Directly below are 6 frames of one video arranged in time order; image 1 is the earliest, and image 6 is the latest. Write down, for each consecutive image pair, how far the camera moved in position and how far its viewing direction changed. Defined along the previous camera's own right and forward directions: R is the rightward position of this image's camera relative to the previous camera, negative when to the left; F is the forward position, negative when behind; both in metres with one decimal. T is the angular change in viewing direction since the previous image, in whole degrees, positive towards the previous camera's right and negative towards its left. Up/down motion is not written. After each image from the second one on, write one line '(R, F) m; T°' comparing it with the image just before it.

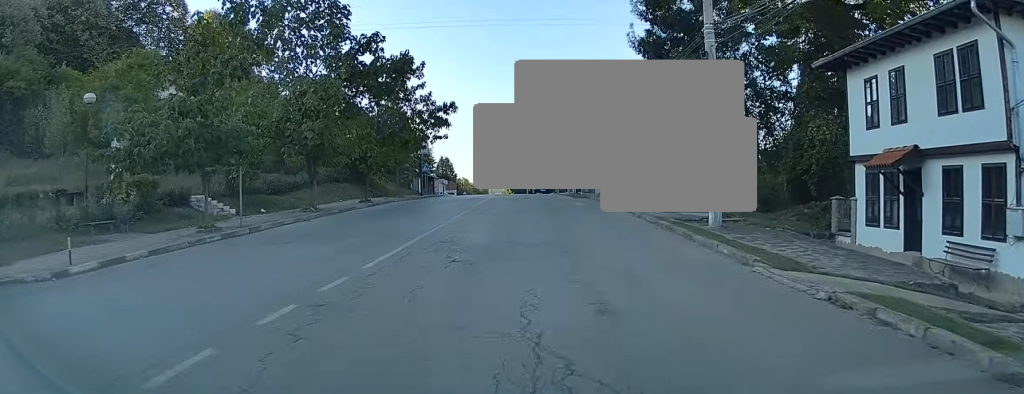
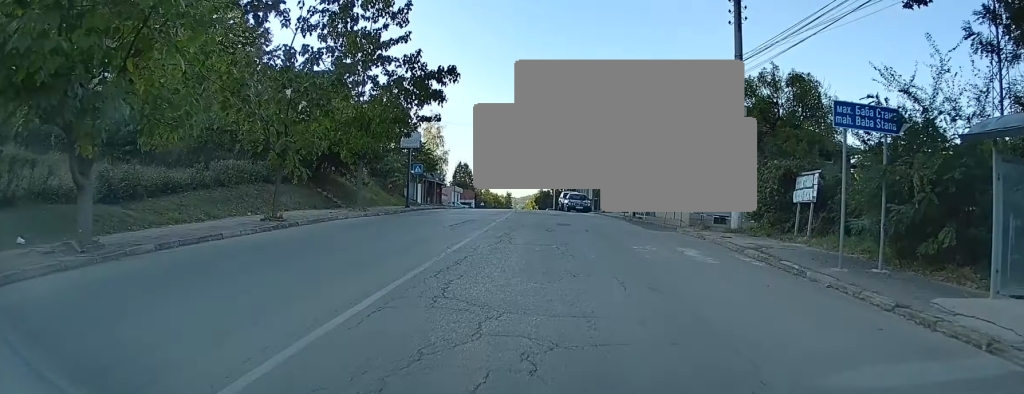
(-0.6, +18.4) m; -3°
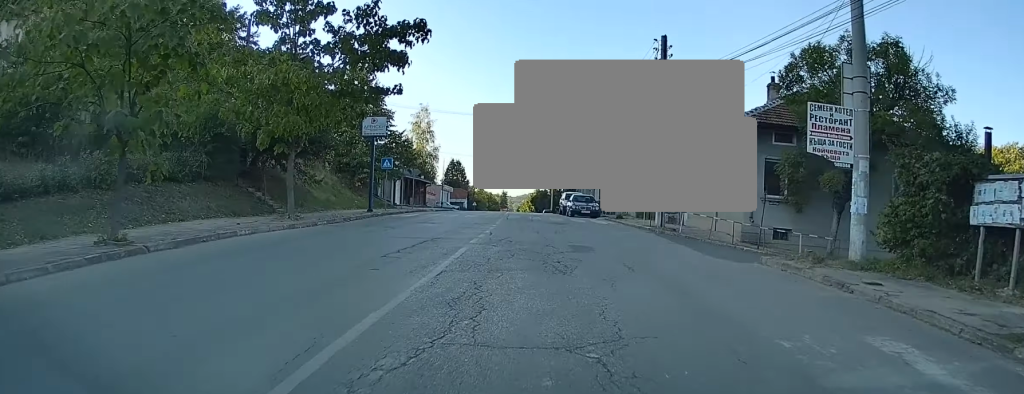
(0.0, +9.1) m; 0°
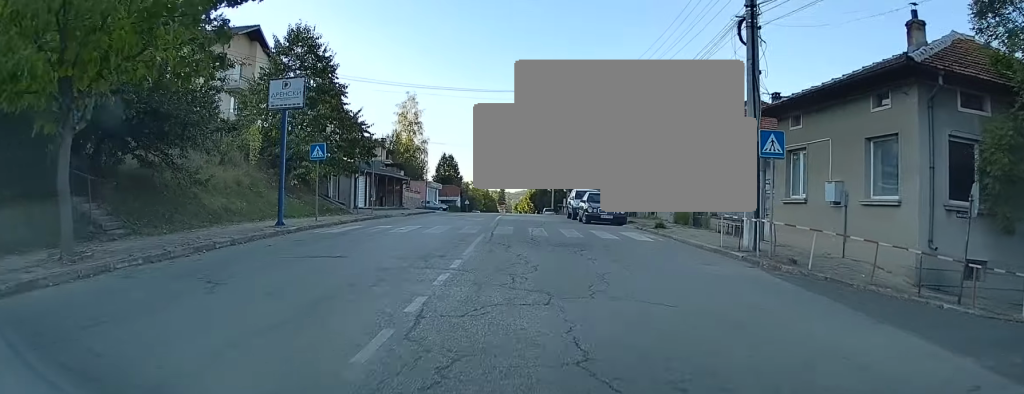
(-0.1, +11.9) m; 0°
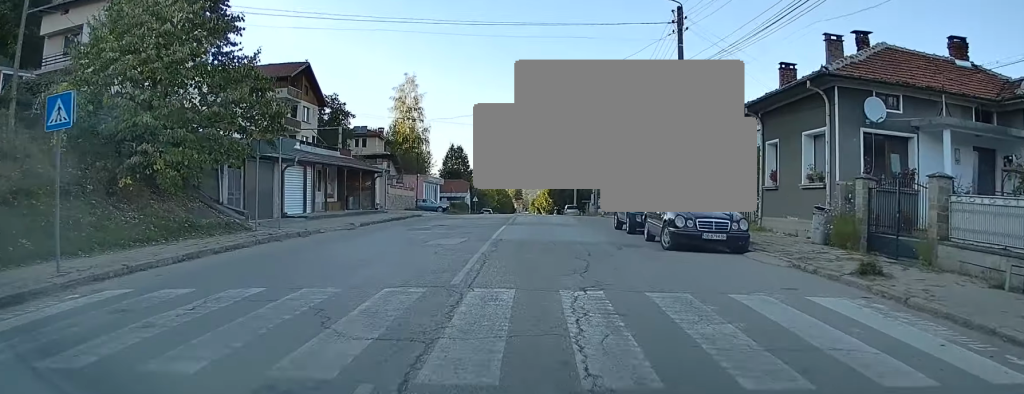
(0.0, +15.3) m; -2°
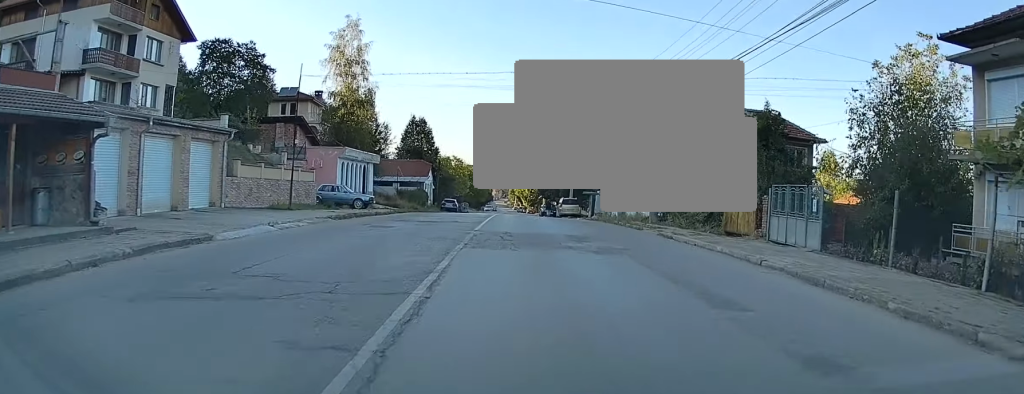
(-0.2, +26.4) m; +1°
